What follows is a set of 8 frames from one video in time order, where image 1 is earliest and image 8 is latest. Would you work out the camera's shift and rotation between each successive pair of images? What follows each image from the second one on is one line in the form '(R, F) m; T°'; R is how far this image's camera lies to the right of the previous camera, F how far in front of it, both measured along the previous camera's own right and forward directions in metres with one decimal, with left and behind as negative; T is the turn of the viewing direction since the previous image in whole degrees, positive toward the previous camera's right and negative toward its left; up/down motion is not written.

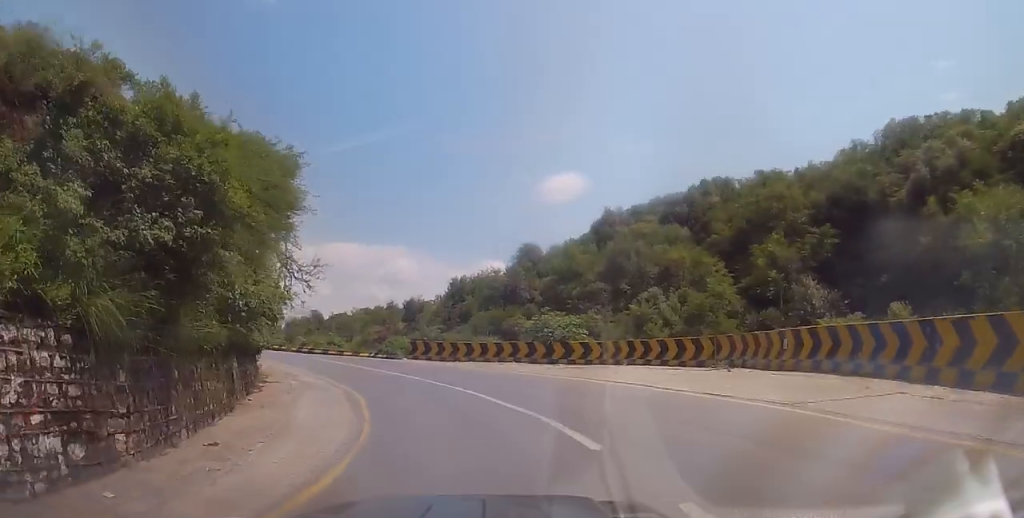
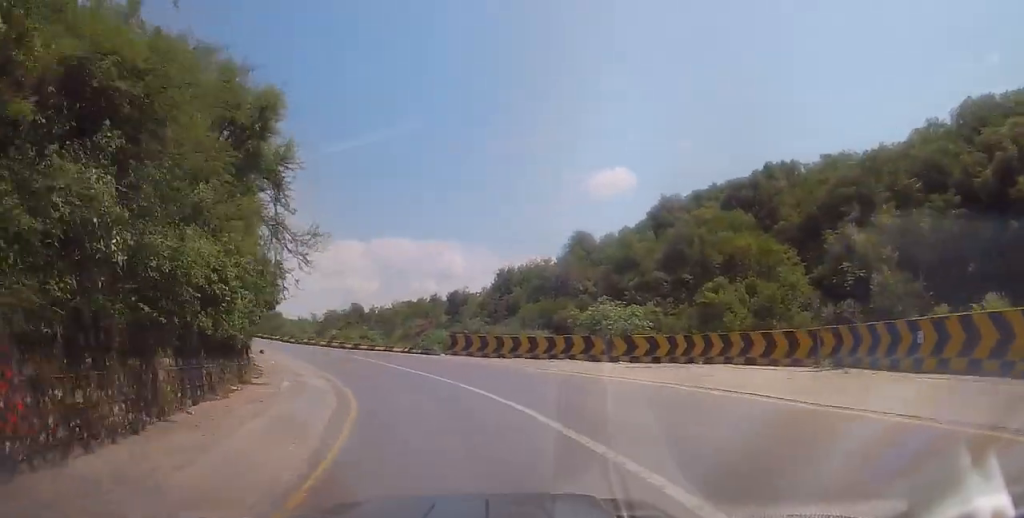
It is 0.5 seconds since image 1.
(+0.3, +4.9) m; -3°
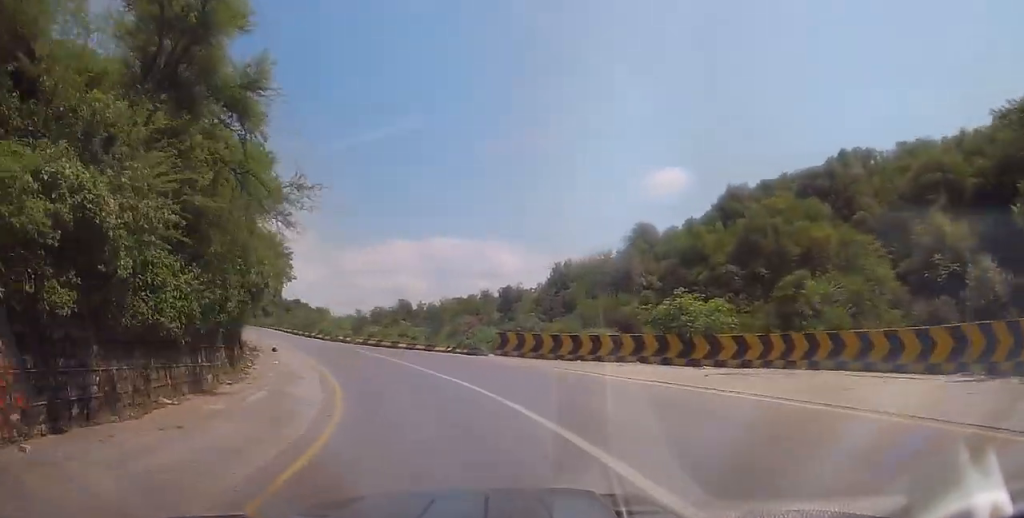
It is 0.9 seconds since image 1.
(-0.4, +4.9) m; -5°
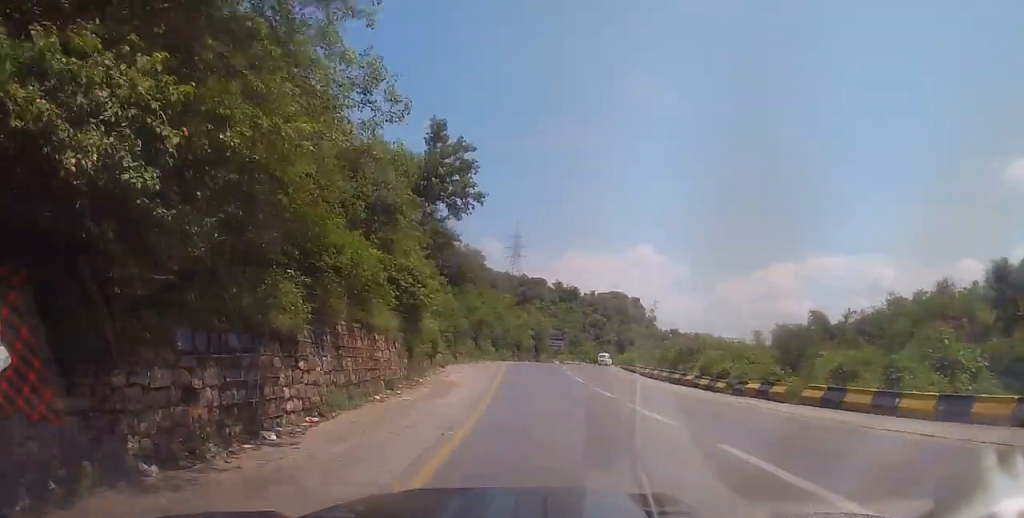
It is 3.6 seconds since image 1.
(-7.6, +27.0) m; -29°
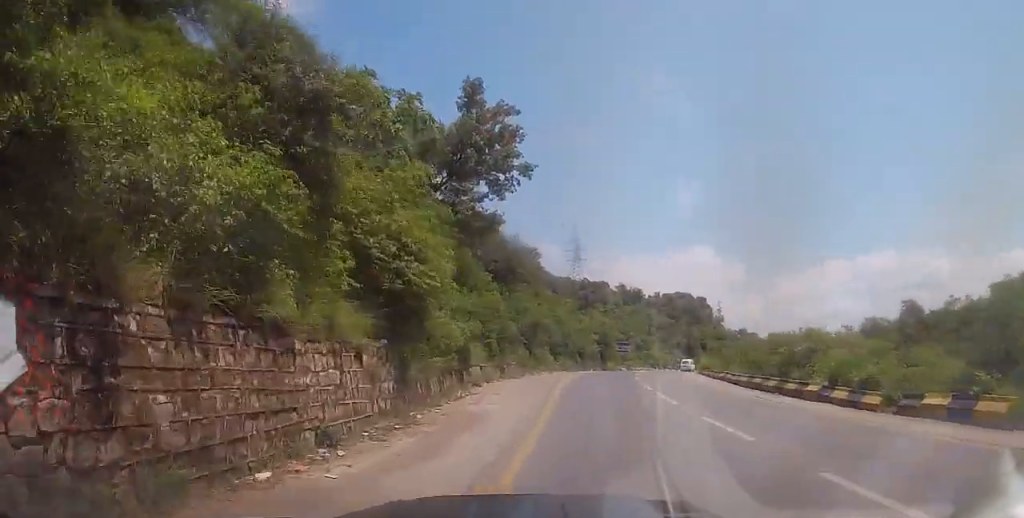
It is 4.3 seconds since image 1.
(-0.4, +7.0) m; -2°
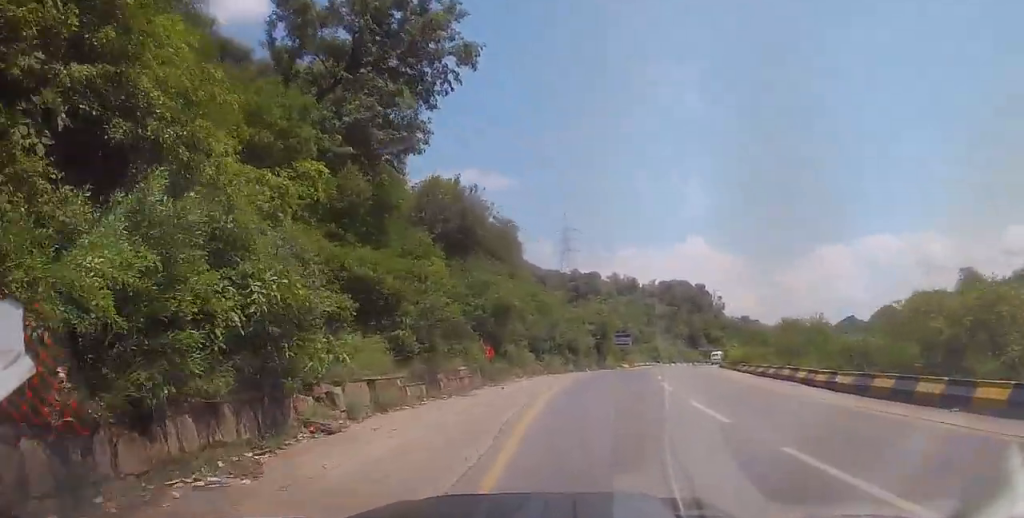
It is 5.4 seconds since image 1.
(-0.2, +11.5) m; -3°
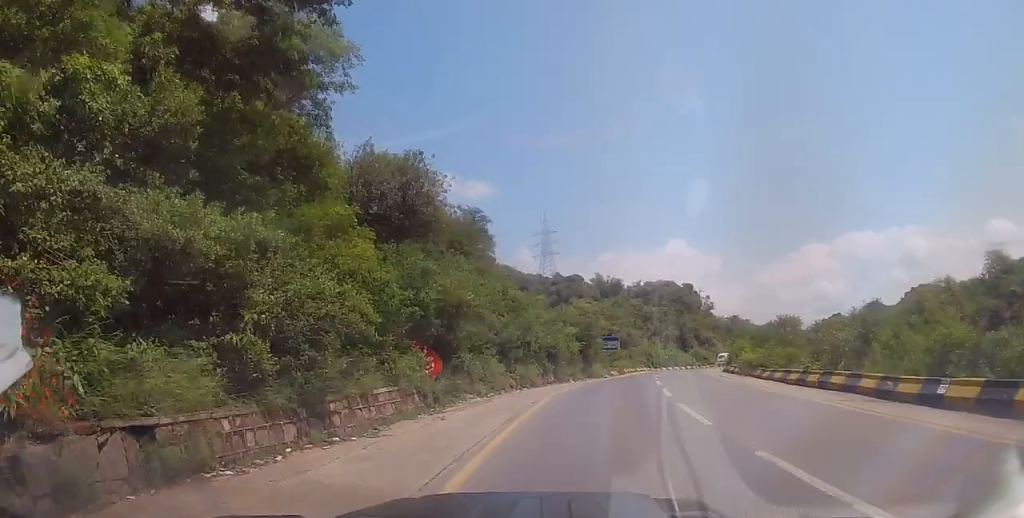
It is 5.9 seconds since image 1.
(-0.1, +6.0) m; 0°
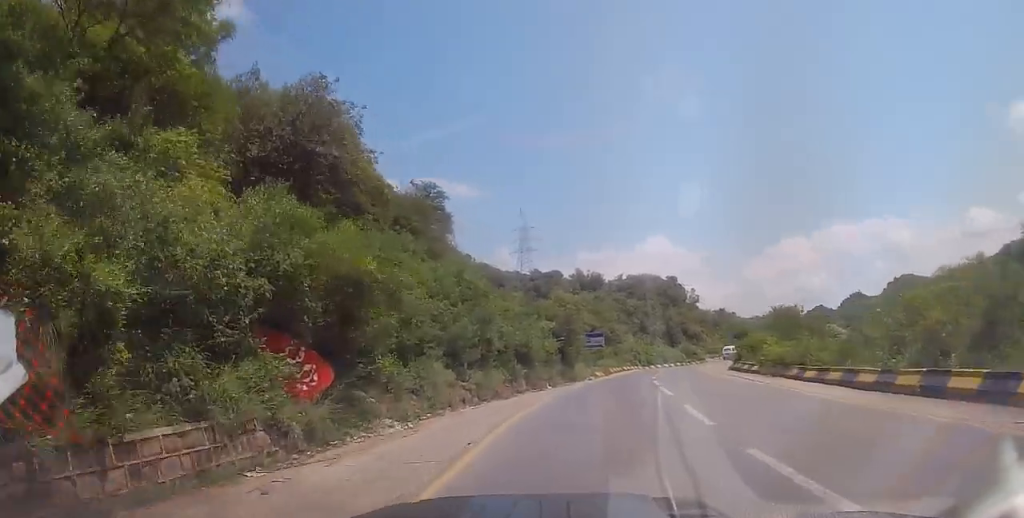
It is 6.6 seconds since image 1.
(-0.3, +6.7) m; +1°
